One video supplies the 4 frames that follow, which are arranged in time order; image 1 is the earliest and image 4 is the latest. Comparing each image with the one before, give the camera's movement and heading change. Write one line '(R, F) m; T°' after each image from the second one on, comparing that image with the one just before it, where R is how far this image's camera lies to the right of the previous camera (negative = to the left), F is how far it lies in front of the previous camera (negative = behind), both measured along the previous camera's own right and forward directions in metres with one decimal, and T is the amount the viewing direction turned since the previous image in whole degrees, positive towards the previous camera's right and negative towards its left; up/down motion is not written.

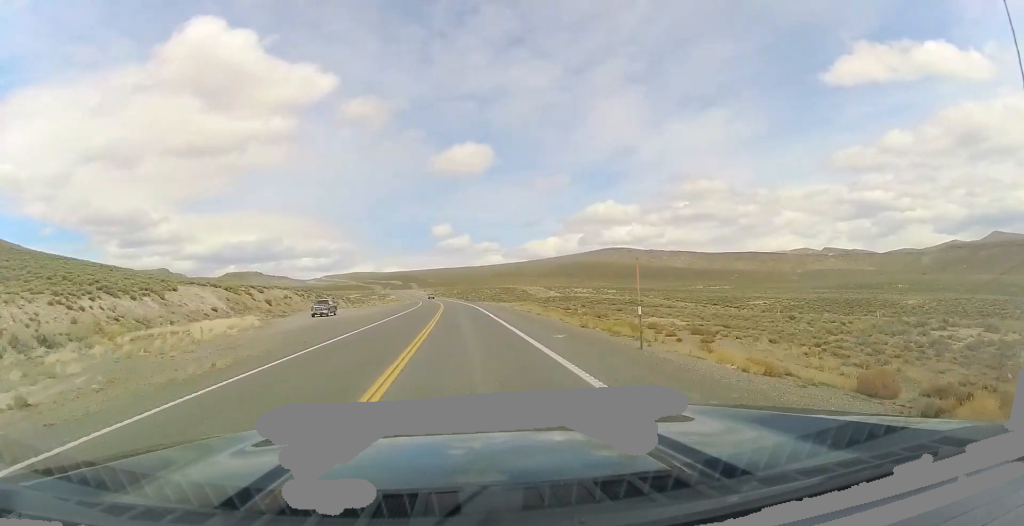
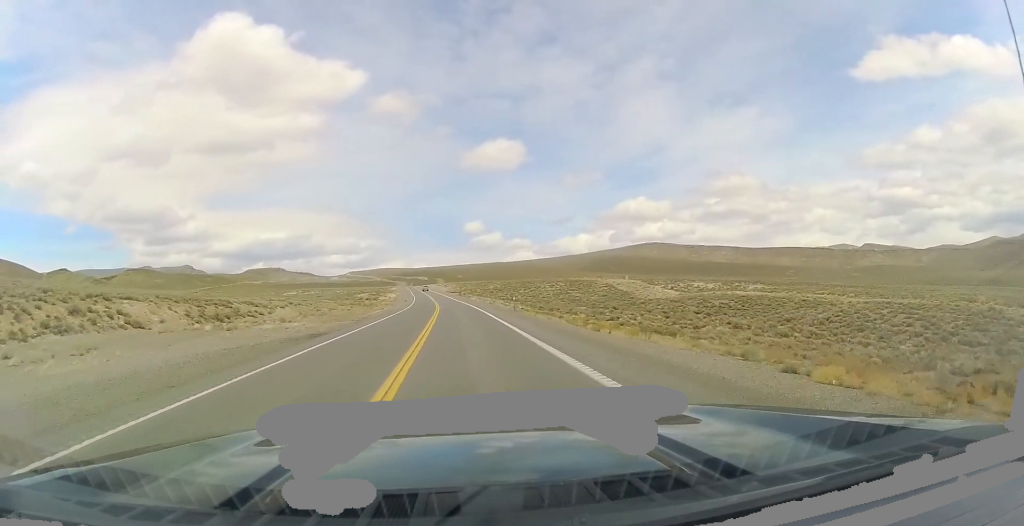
(-2.2, +101.0) m; -3°
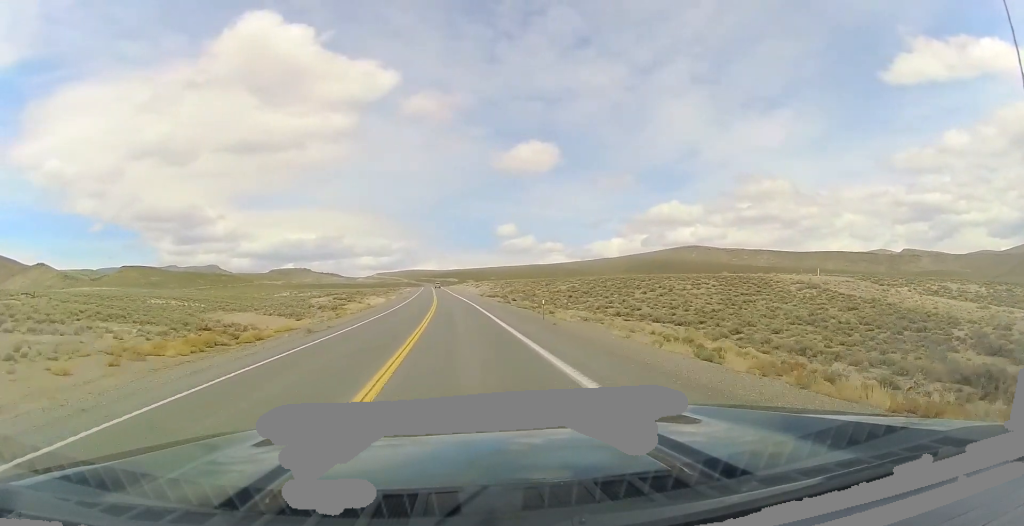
(-3.7, +80.7) m; -4°
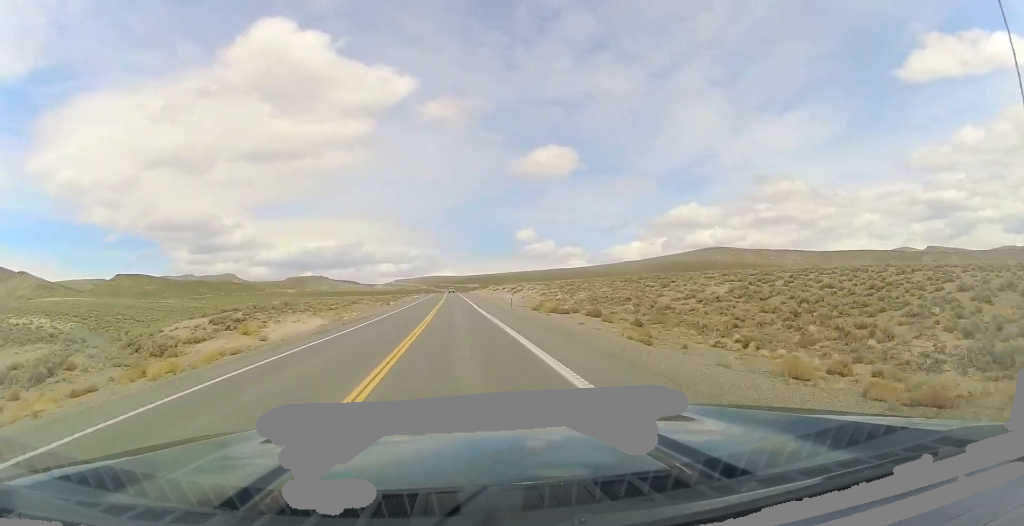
(-1.1, +52.4) m; -2°
